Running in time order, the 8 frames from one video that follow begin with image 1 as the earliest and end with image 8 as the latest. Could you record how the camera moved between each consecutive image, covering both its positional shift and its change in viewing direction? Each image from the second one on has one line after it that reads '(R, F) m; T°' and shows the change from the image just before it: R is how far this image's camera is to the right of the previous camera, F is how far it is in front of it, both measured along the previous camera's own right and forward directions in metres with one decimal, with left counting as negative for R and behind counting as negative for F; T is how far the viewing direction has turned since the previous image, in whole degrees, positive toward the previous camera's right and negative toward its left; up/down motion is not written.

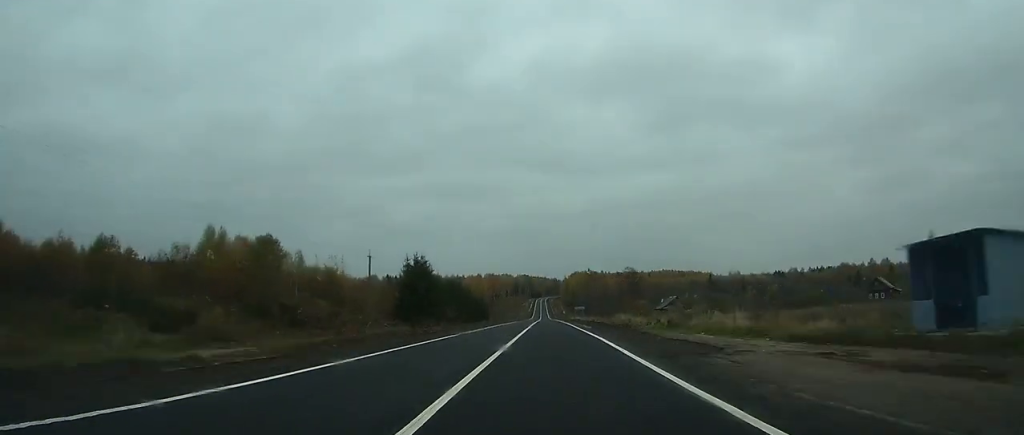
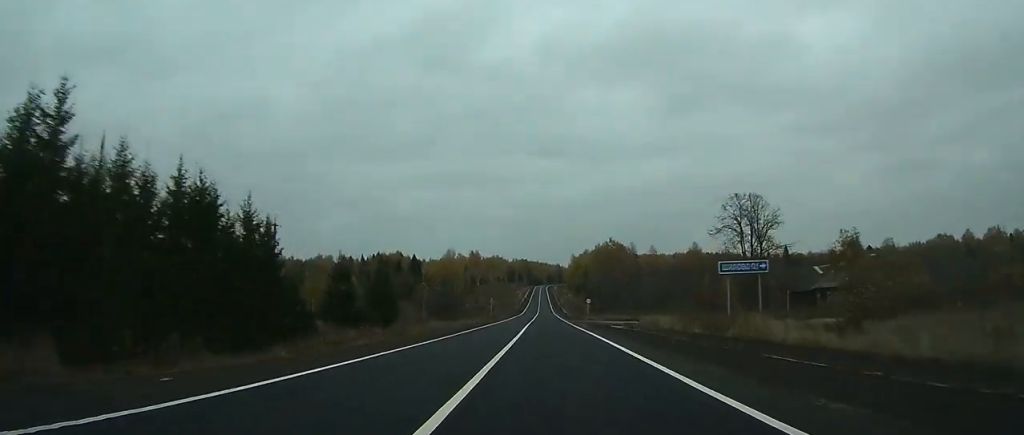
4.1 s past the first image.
(+0.3, +111.2) m; 0°
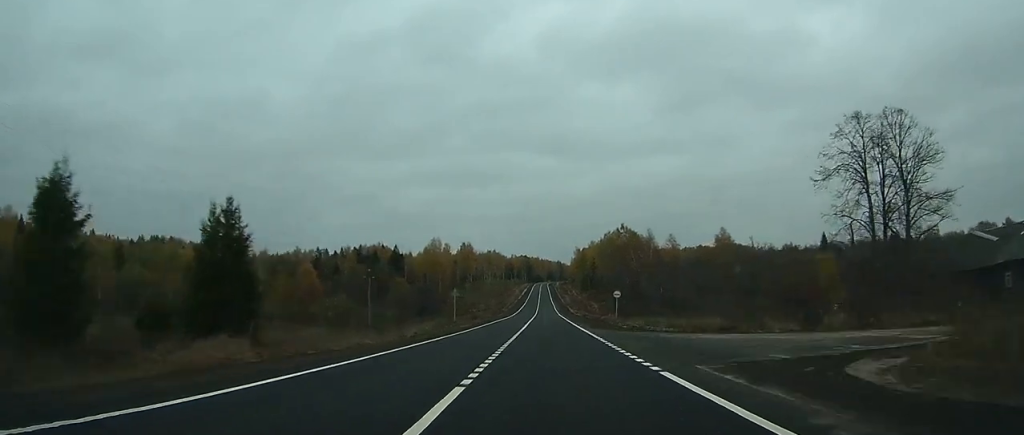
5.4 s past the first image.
(0.0, +36.4) m; 0°
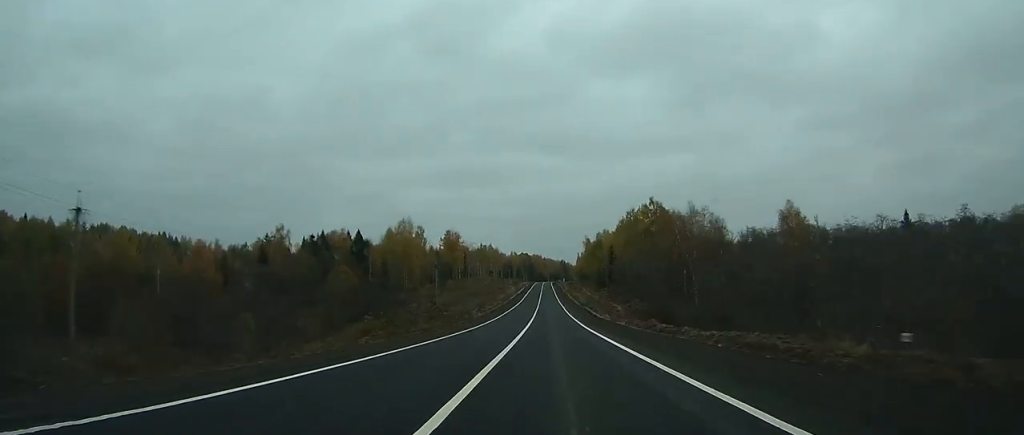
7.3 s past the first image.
(0.0, +54.4) m; 0°
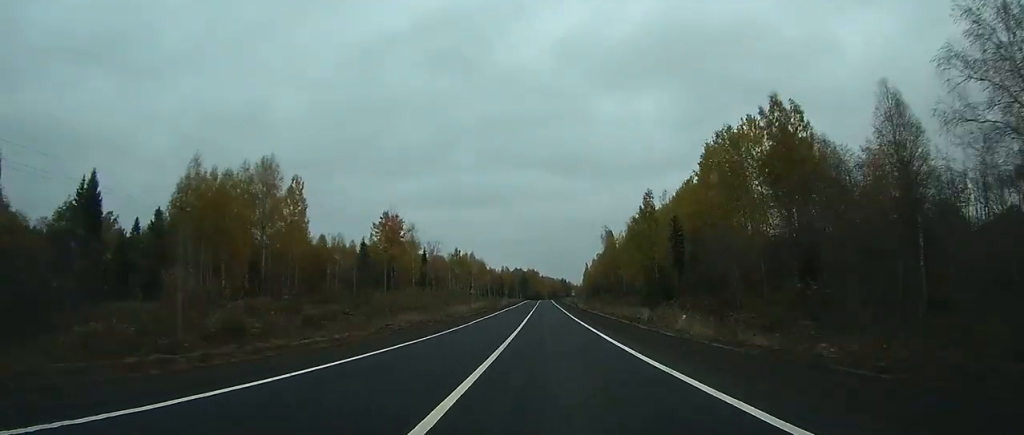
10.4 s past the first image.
(-0.1, +88.1) m; 0°
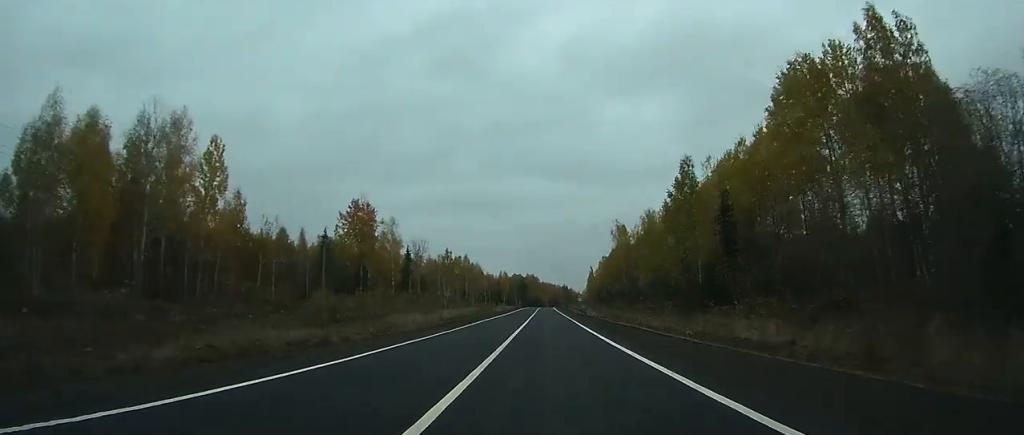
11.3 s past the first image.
(0.0, +22.8) m; 0°
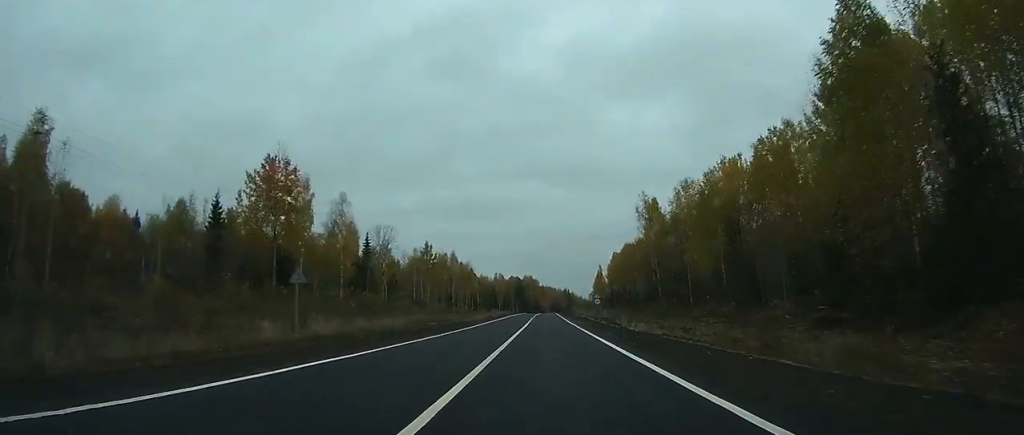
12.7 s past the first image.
(0.0, +36.7) m; 0°
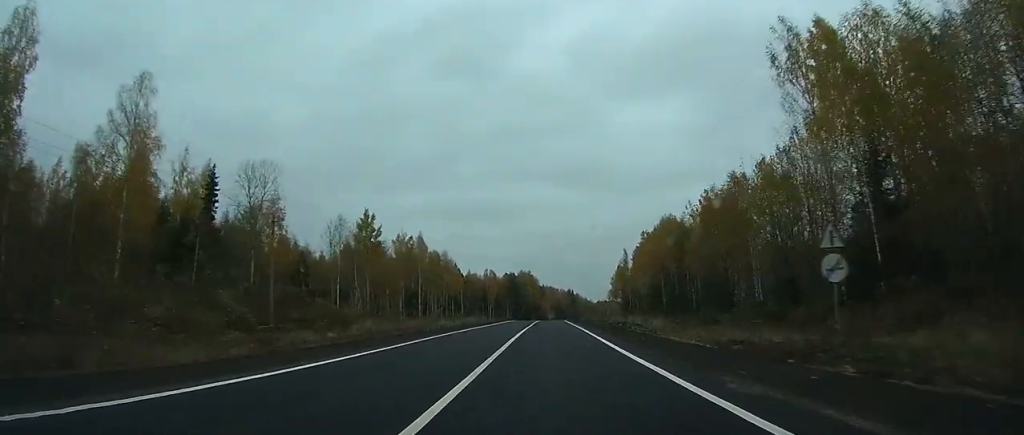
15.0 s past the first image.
(+0.1, +61.8) m; 0°
